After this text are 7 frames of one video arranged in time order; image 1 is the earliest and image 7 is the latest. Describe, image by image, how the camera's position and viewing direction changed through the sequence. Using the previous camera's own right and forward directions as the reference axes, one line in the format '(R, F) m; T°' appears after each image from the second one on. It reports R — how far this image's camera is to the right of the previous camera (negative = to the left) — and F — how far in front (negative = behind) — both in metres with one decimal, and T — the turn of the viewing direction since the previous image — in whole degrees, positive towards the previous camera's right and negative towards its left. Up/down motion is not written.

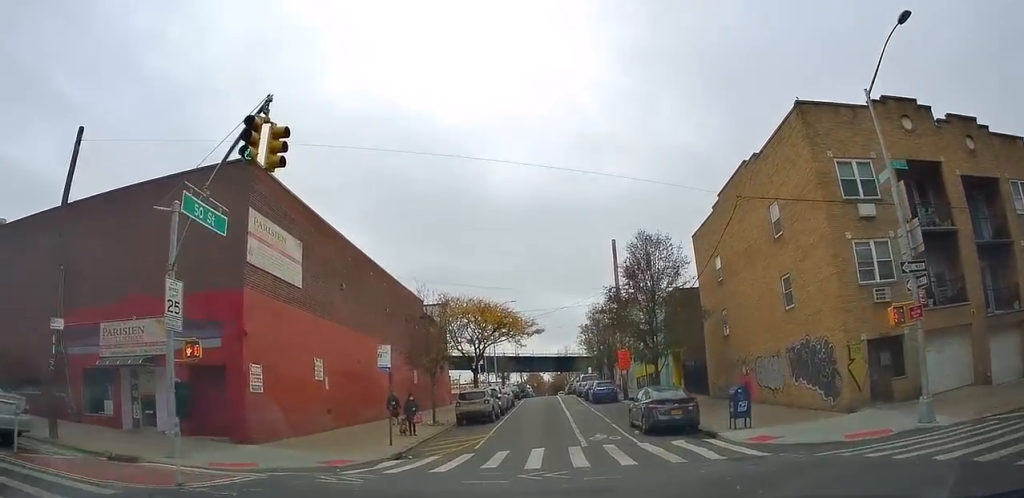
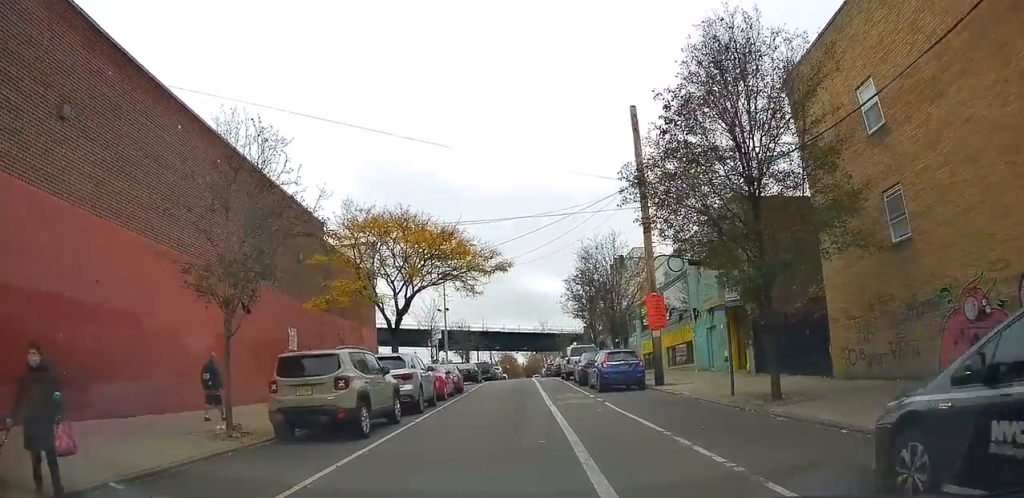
(+1.9, +19.1) m; +3°
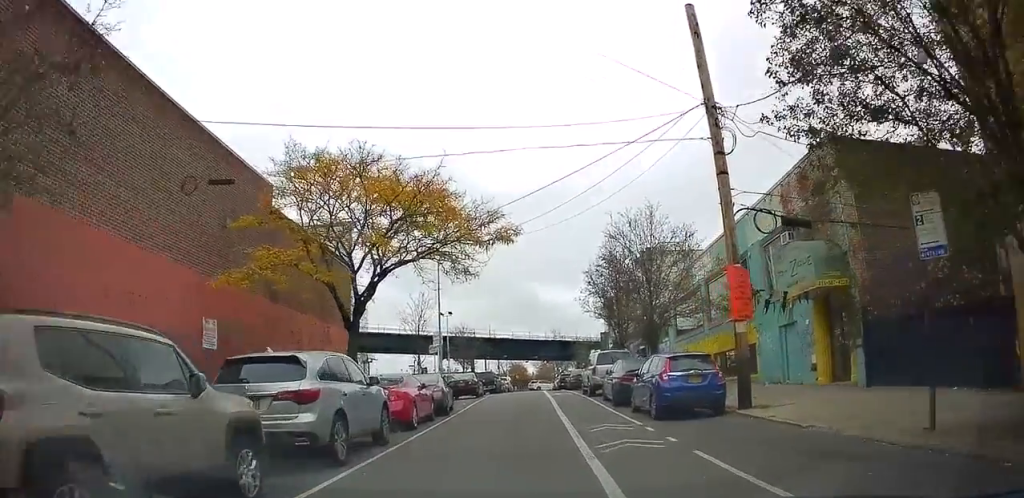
(-0.4, +8.0) m; 0°
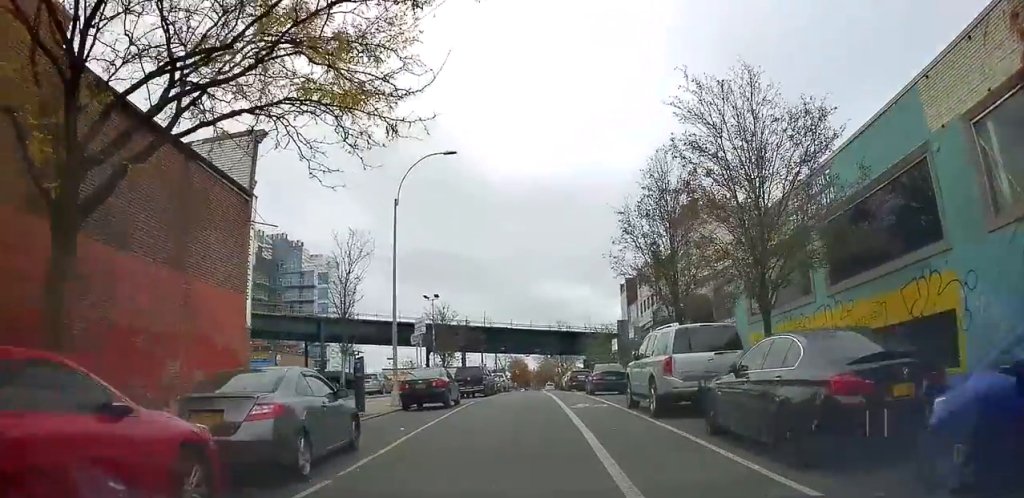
(+0.5, +12.5) m; +2°
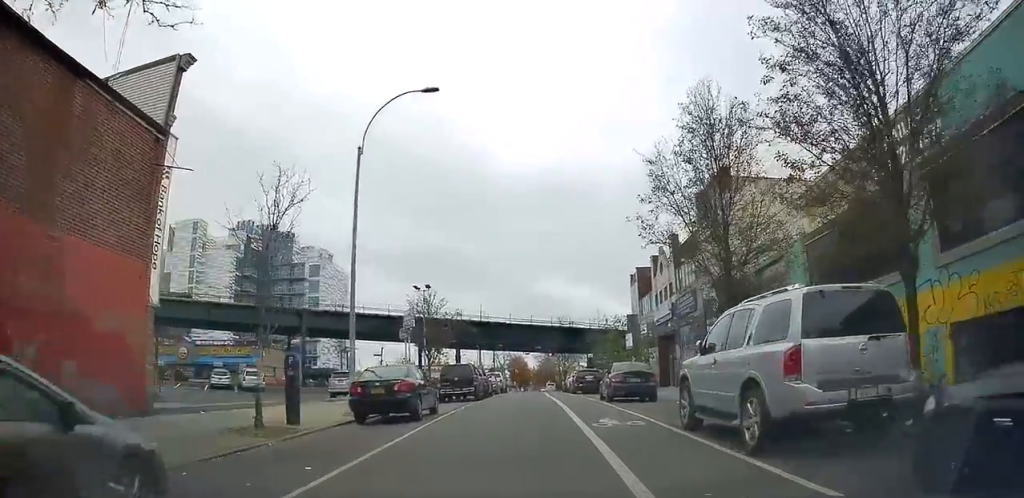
(0.0, +5.6) m; 0°
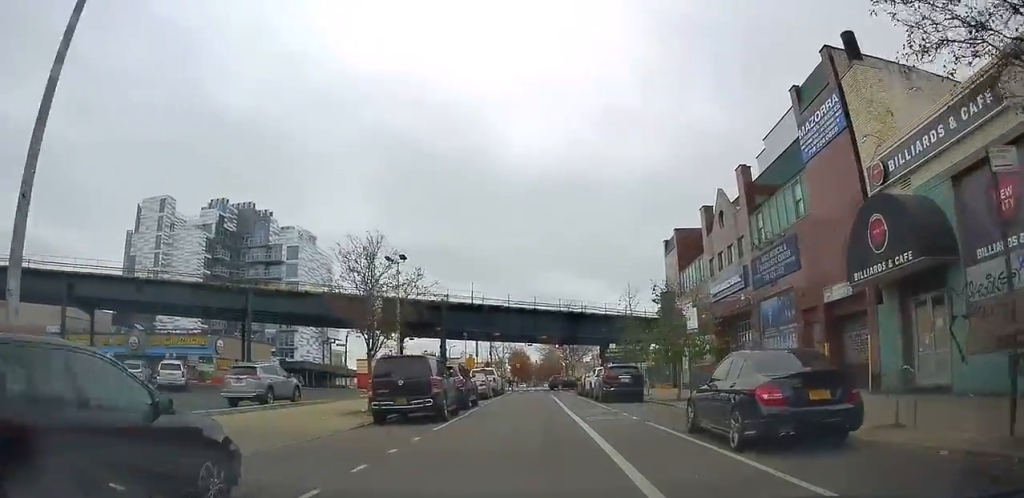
(+0.1, +12.9) m; 0°
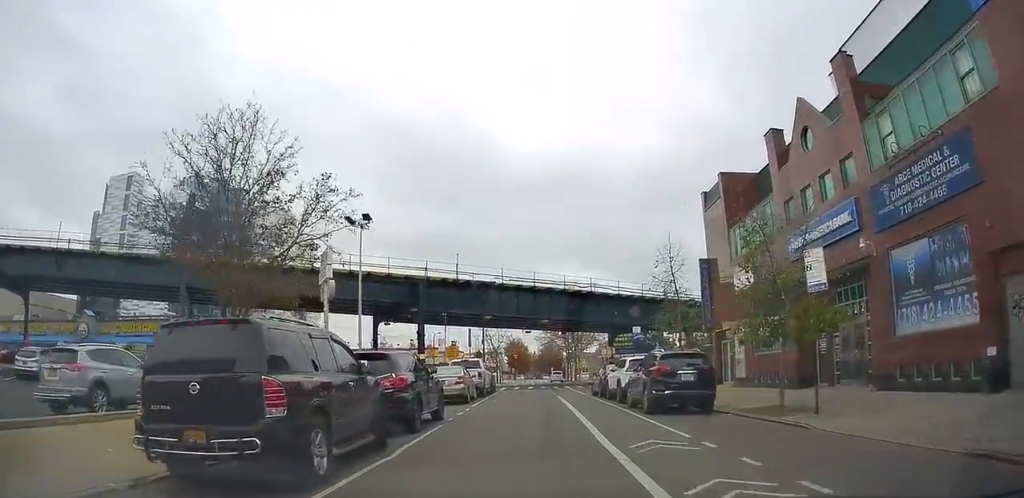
(-0.2, +10.2) m; -3°
